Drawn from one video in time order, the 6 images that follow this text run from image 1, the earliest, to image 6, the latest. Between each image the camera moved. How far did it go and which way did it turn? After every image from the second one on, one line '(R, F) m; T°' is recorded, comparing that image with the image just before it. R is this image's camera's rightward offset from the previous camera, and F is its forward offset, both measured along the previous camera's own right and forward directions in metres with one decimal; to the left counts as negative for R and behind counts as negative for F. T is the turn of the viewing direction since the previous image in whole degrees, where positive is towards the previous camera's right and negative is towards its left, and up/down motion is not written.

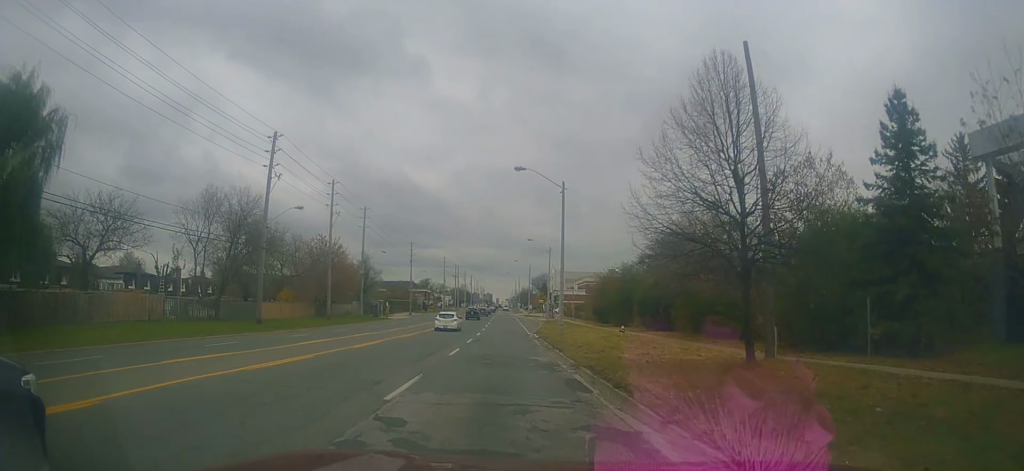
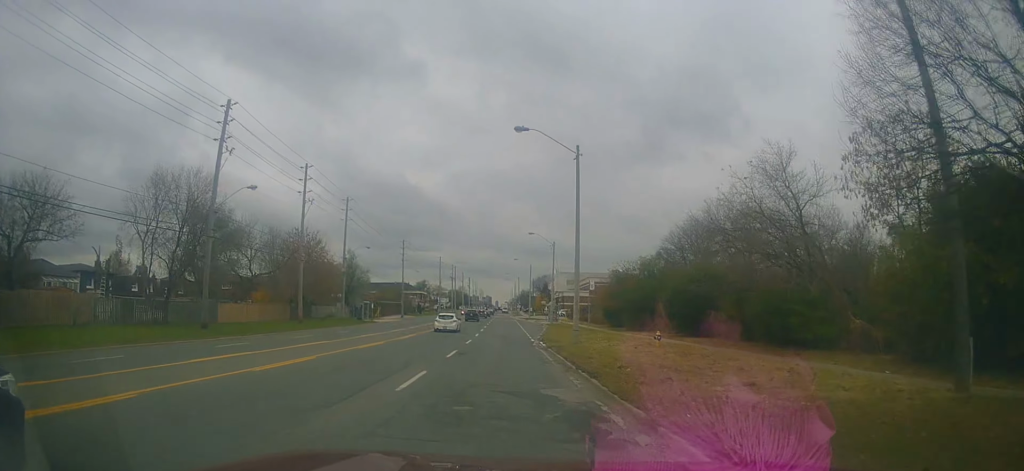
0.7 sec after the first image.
(-0.3, +8.9) m; 0°
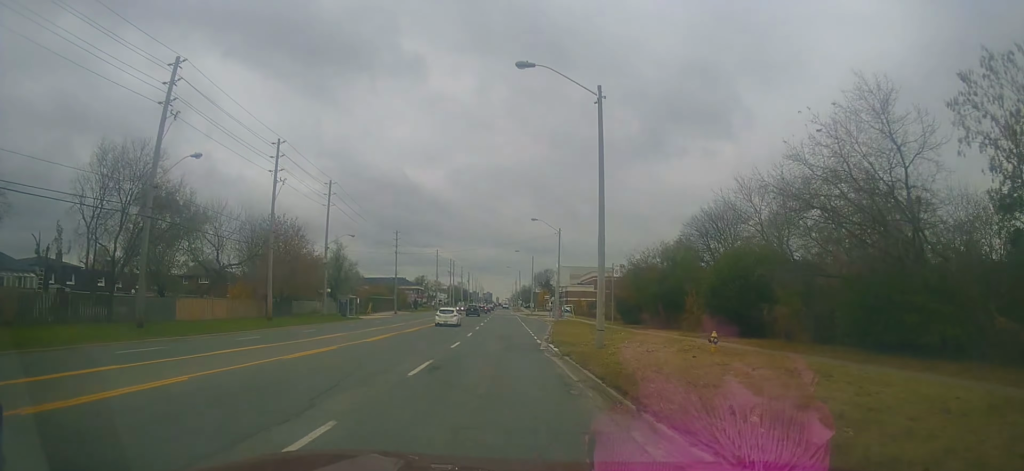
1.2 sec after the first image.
(-0.1, +7.6) m; +1°
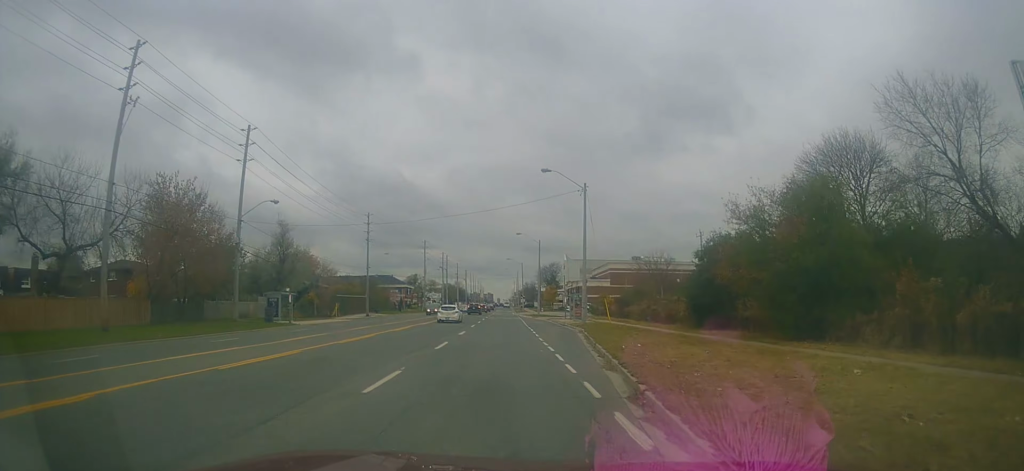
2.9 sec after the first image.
(+0.8, +22.6) m; +2°
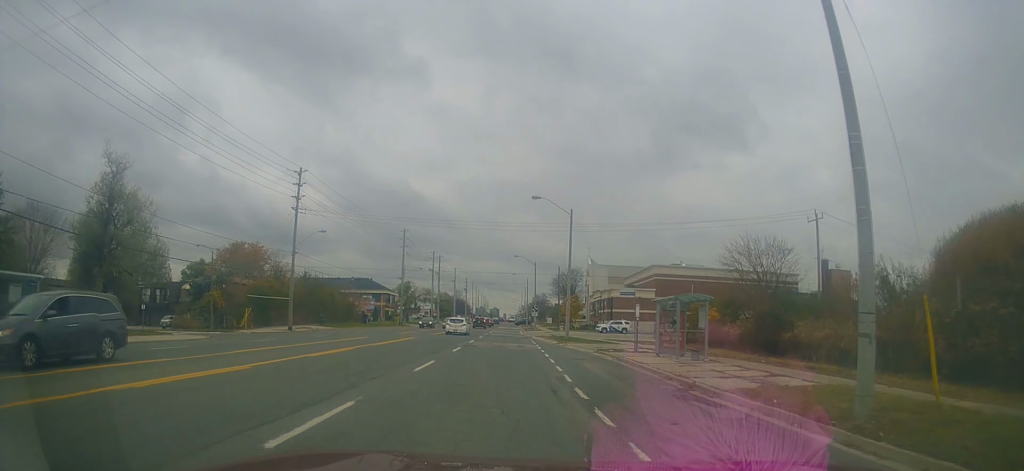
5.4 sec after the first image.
(-1.7, +33.3) m; -4°
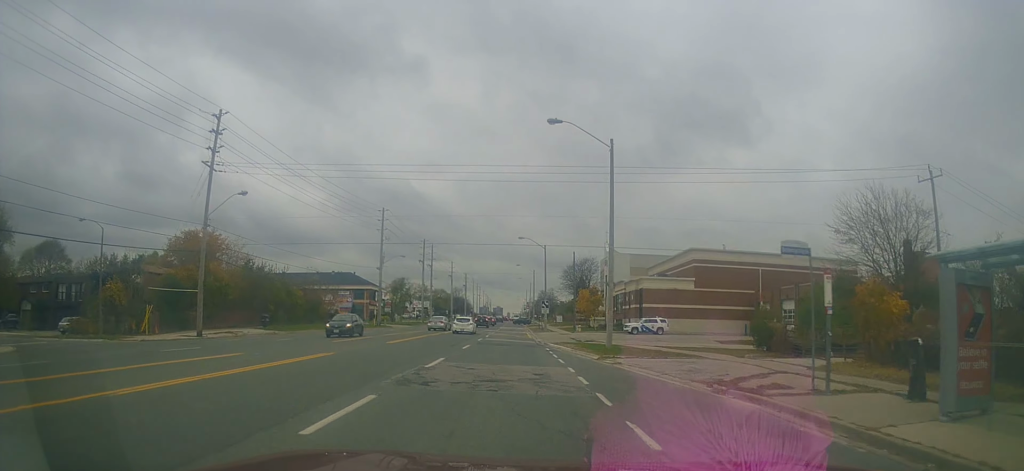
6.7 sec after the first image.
(+0.5, +18.0) m; +1°
